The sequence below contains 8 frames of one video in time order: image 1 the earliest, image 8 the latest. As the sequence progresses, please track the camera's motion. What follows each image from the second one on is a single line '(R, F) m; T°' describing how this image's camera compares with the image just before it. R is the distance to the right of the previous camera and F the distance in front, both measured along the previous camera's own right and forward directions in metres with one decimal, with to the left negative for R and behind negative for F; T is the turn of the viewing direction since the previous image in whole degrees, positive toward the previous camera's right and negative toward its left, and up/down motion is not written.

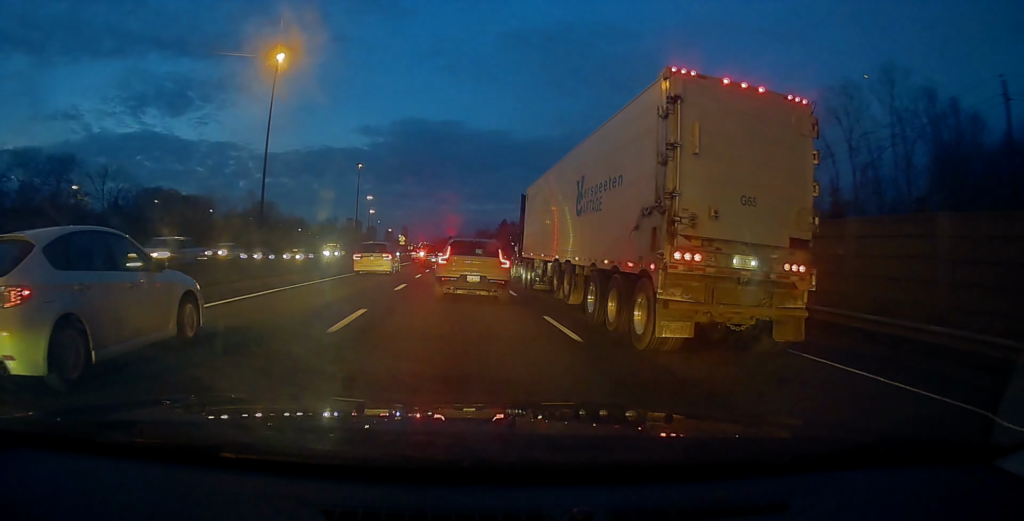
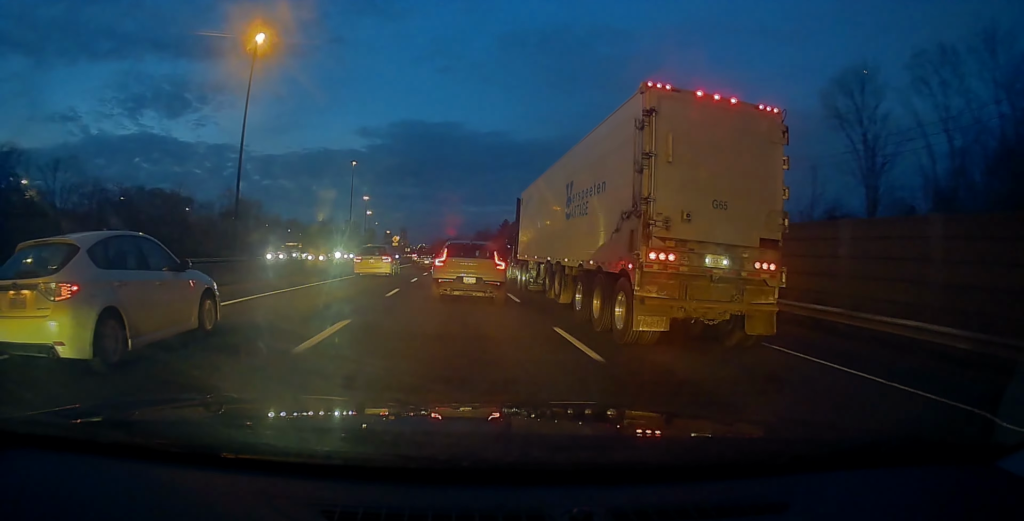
(0.0, +10.9) m; 0°
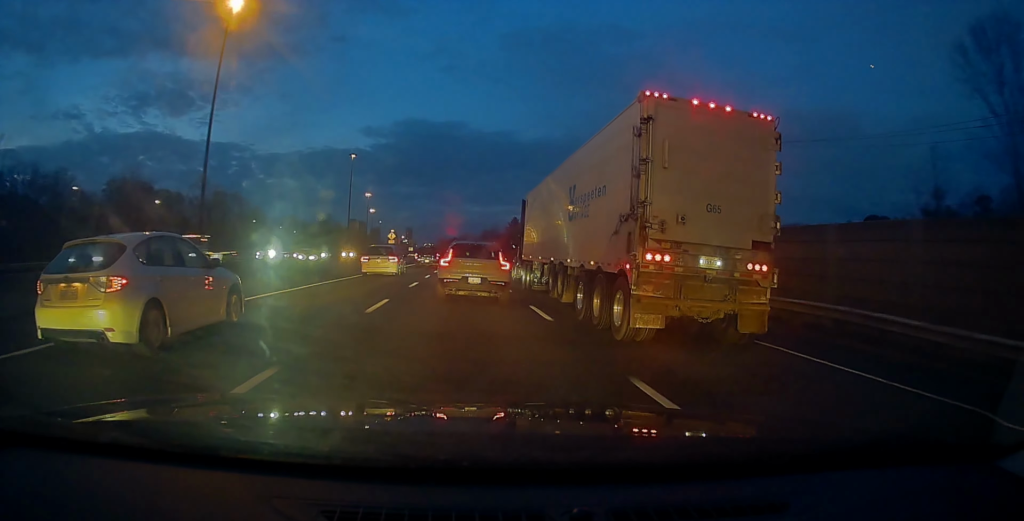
(0.0, +13.6) m; 0°
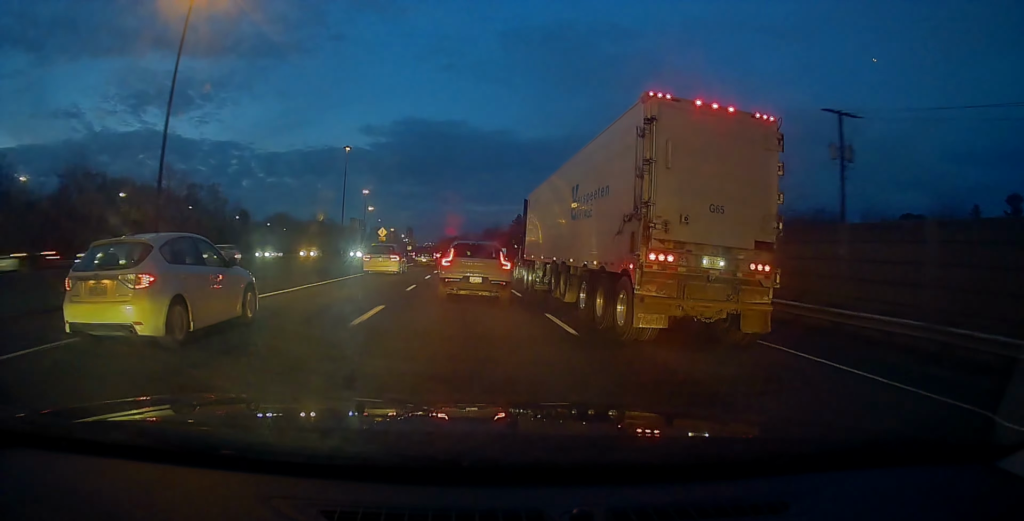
(0.0, +11.3) m; 0°
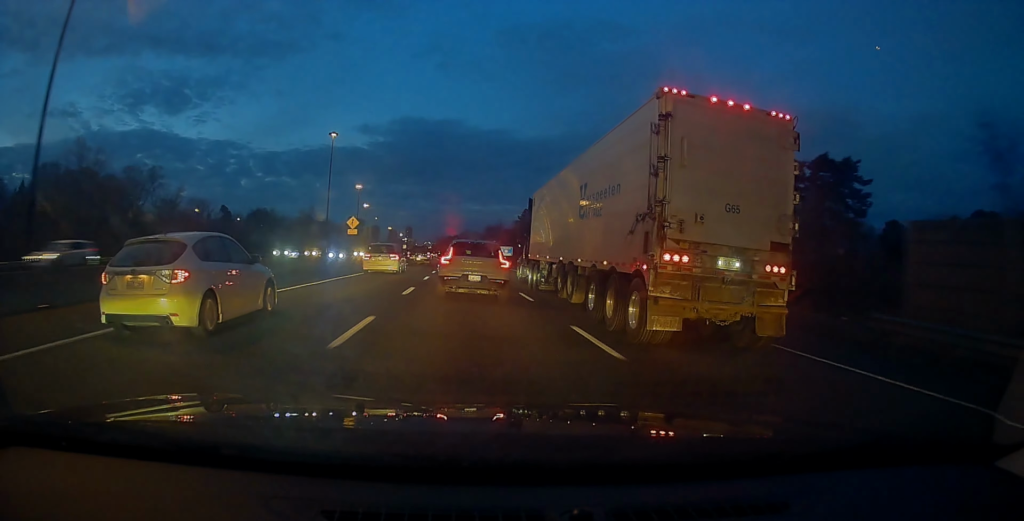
(0.0, +20.5) m; -1°
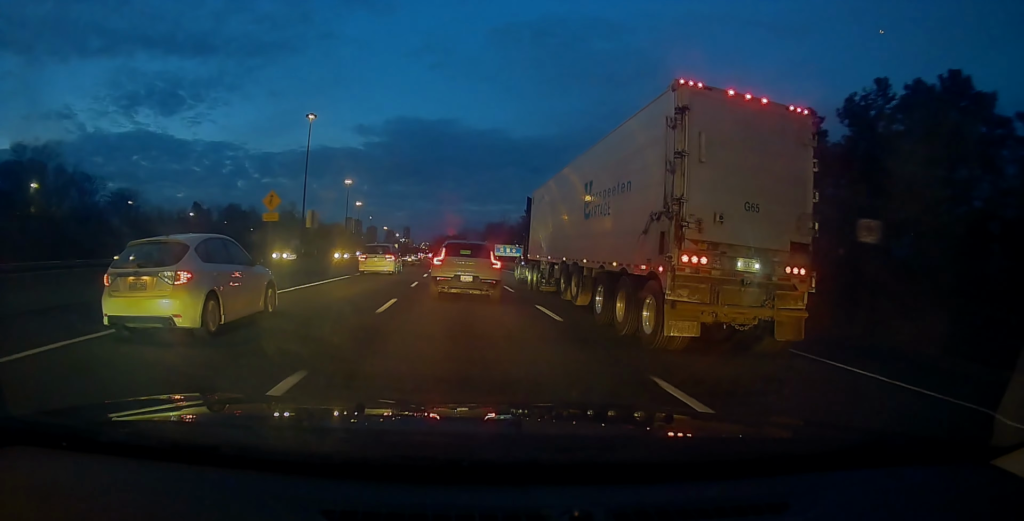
(-0.4, +23.2) m; +1°
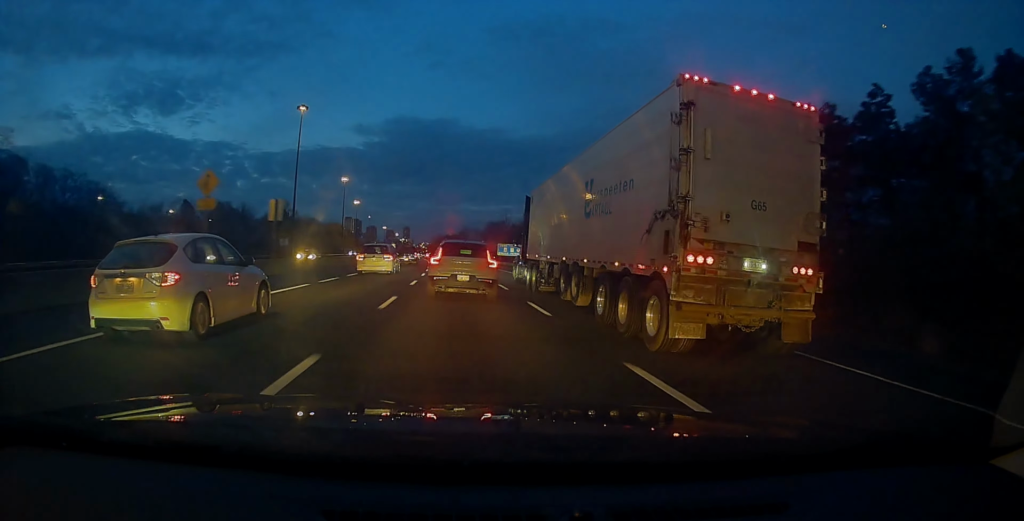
(+0.2, +8.3) m; 0°
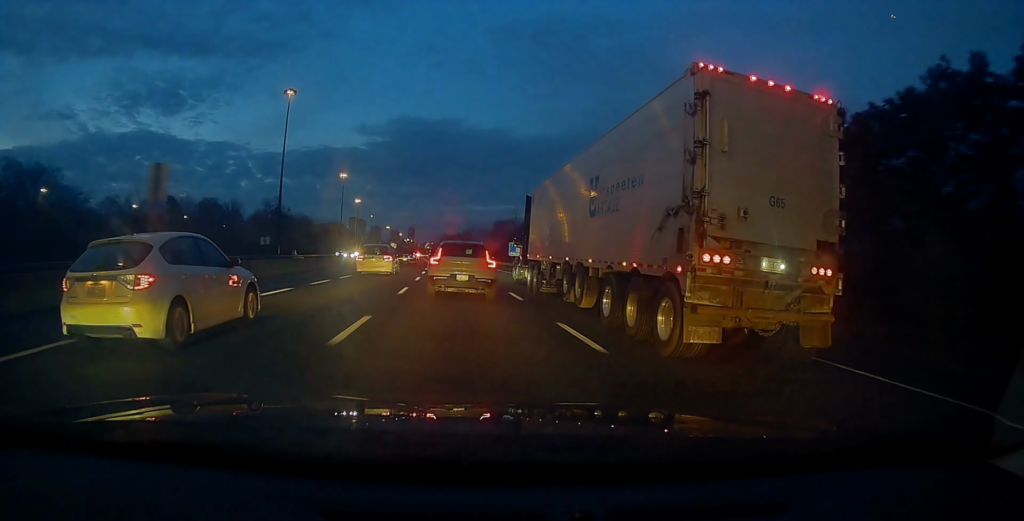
(+0.3, +14.0) m; -1°
